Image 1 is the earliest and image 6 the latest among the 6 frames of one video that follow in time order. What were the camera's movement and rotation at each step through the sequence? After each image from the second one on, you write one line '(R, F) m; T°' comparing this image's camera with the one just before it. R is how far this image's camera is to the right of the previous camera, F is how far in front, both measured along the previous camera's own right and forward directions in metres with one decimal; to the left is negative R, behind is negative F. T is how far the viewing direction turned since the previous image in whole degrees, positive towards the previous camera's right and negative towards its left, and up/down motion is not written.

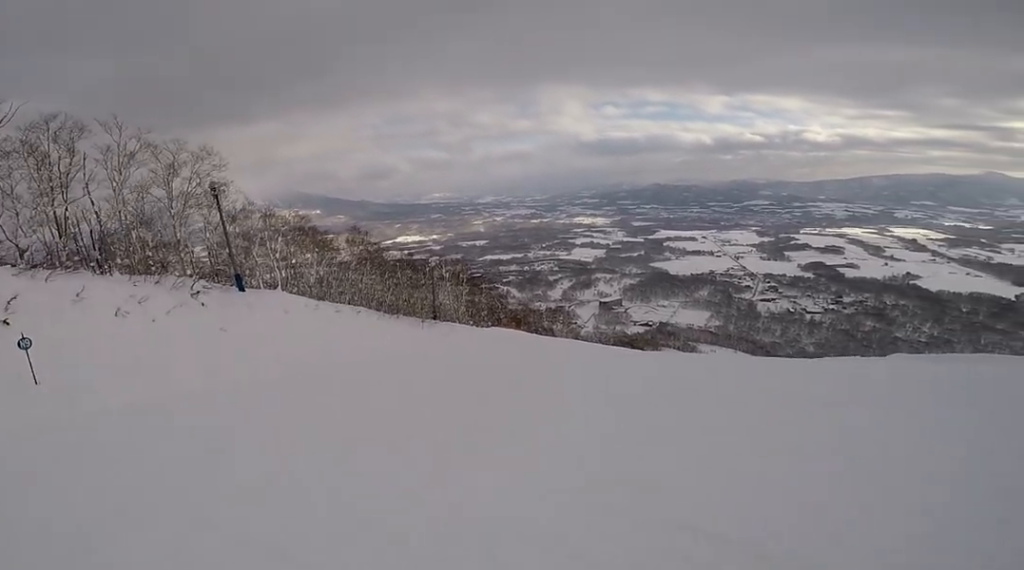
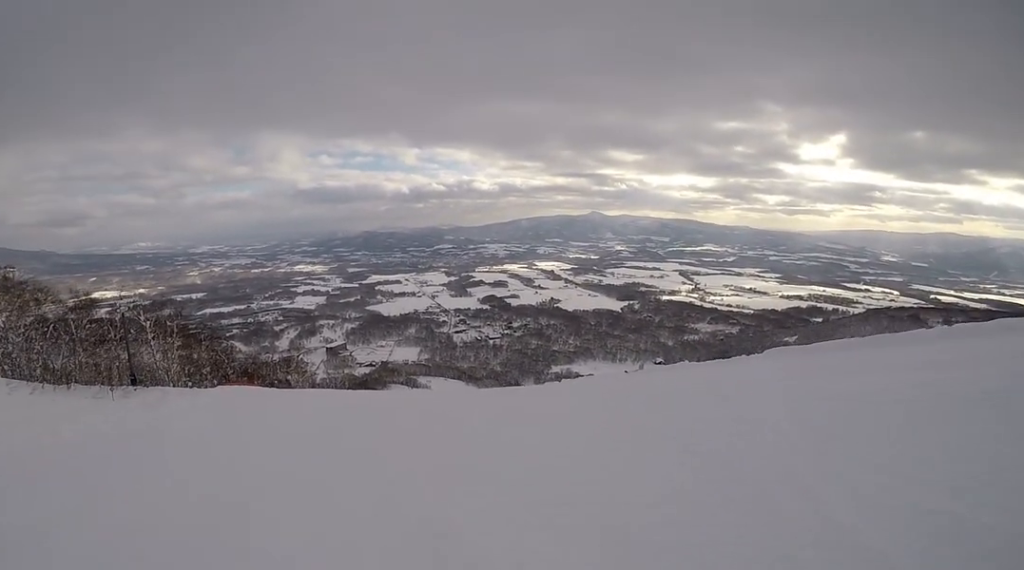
(+7.6, +8.5) m; +57°
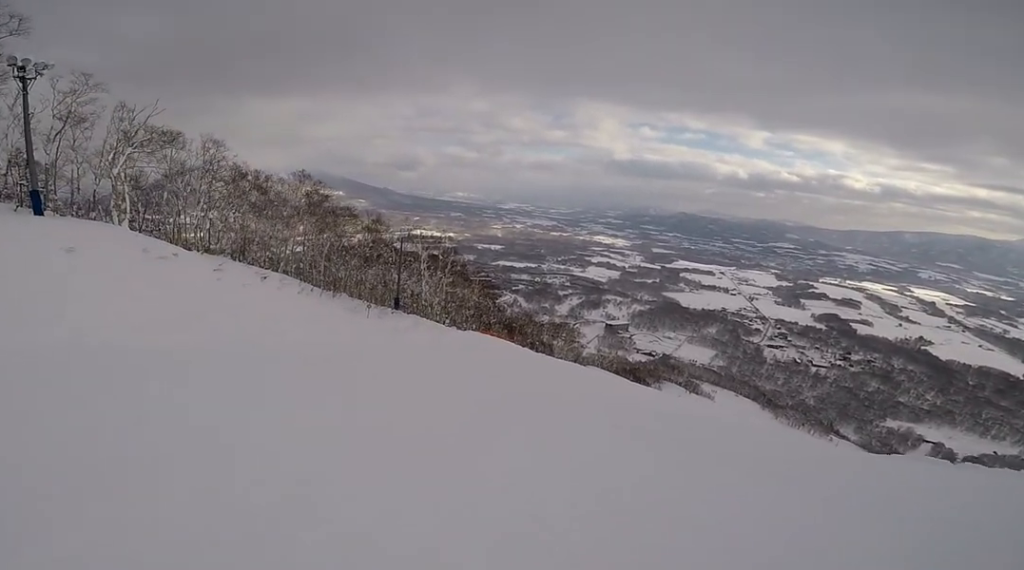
(-2.1, +7.2) m; -41°
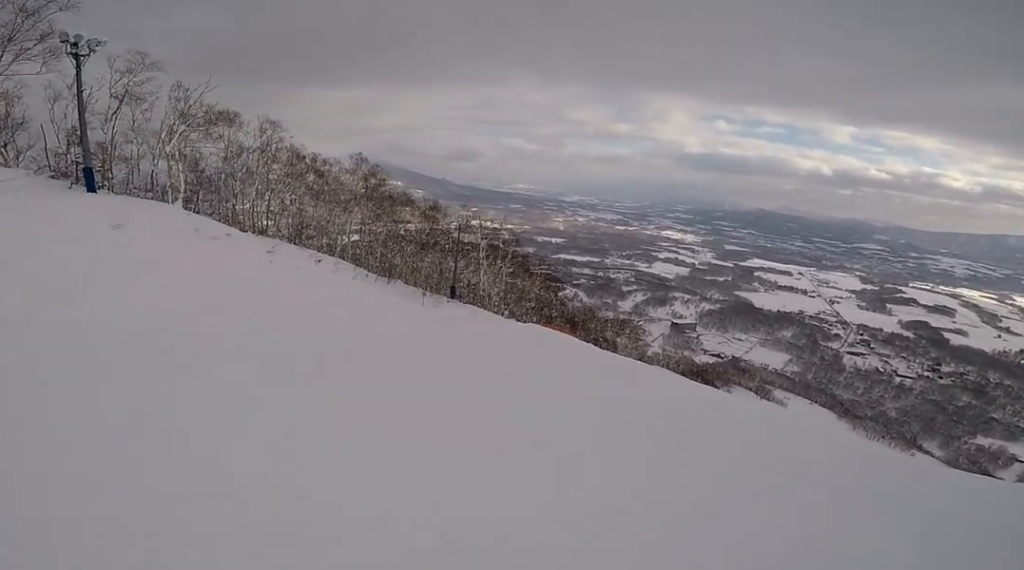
(-0.3, +1.6) m; -11°
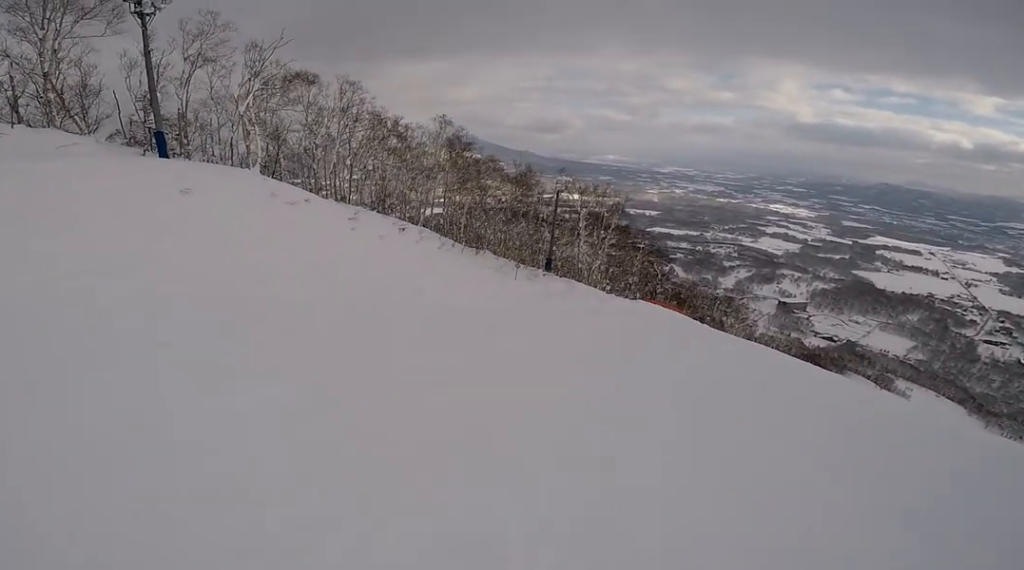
(-1.0, +3.3) m; -13°
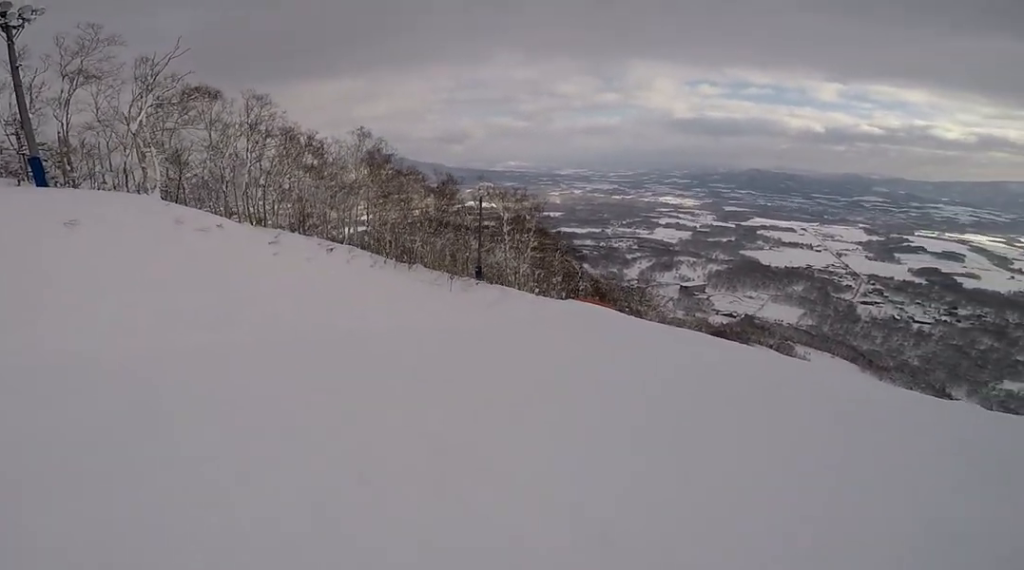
(-0.1, +2.7) m; +16°
